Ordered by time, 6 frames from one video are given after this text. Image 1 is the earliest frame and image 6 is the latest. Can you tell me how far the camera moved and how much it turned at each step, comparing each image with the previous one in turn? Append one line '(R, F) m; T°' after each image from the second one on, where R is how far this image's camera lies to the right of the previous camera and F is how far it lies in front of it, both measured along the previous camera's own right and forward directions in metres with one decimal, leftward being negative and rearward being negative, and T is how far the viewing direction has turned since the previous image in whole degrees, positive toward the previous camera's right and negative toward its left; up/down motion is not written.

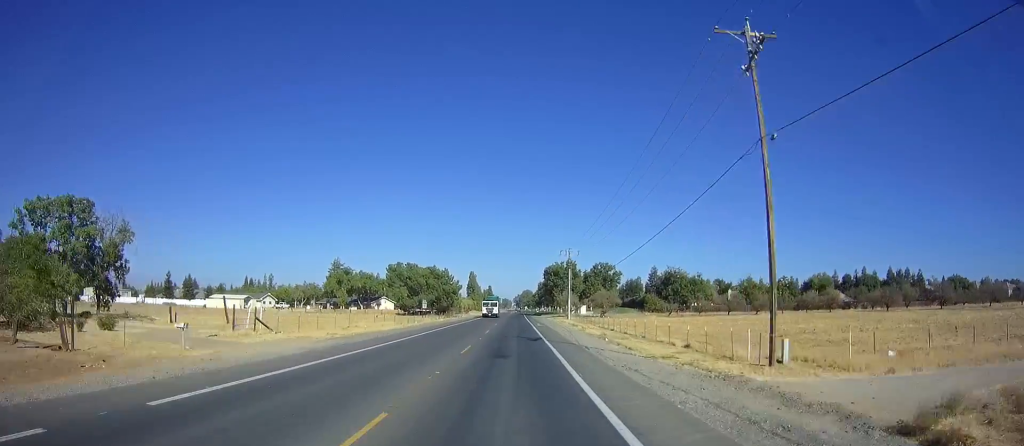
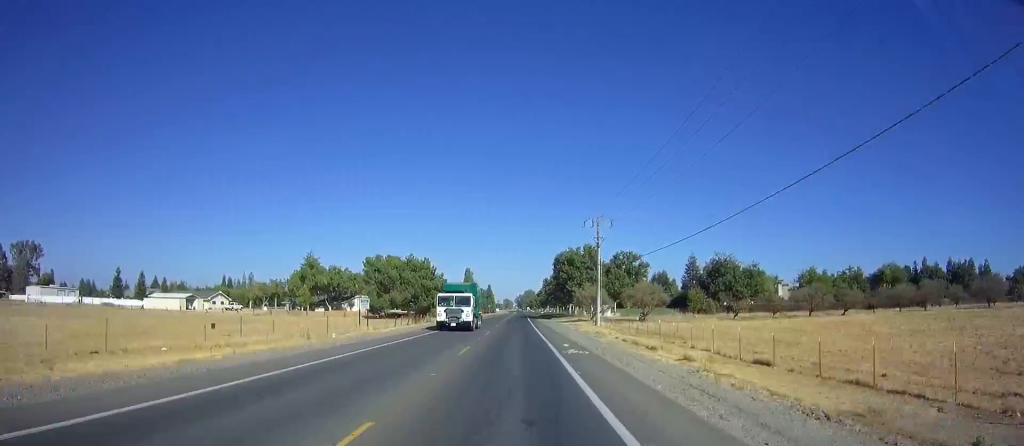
(+0.2, +30.0) m; 0°
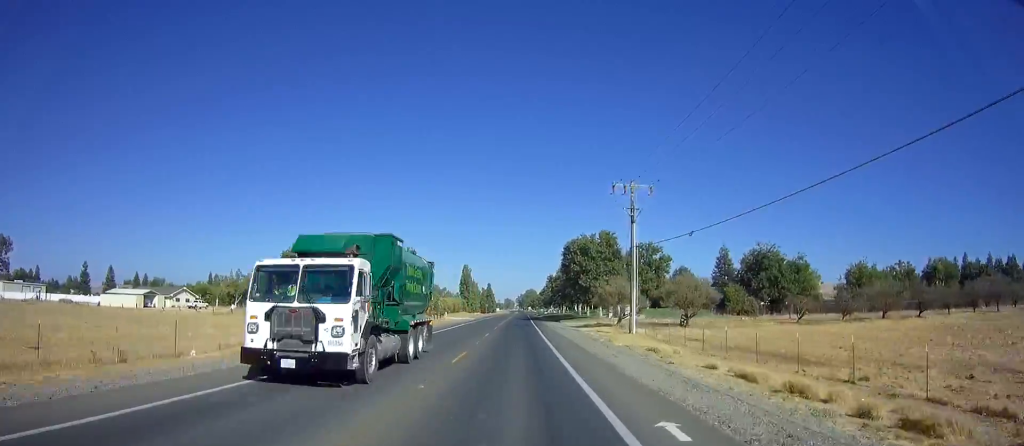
(-0.1, +16.9) m; 0°
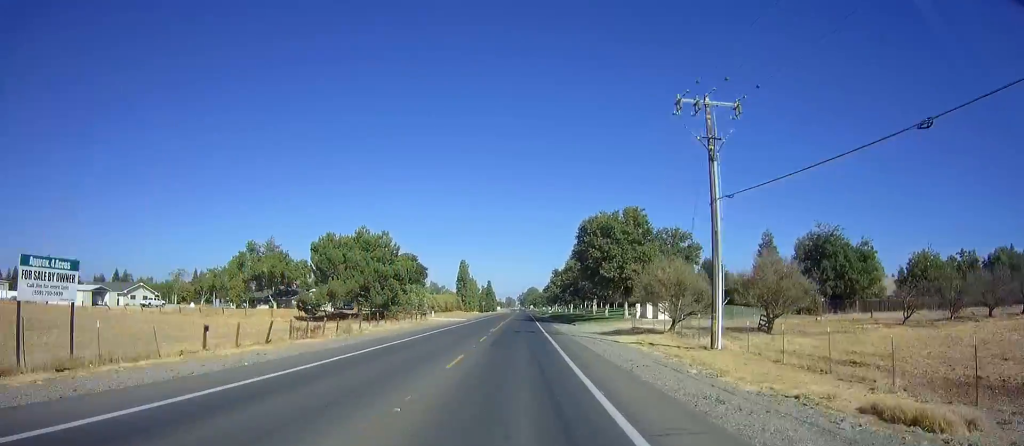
(0.0, +16.8) m; 0°
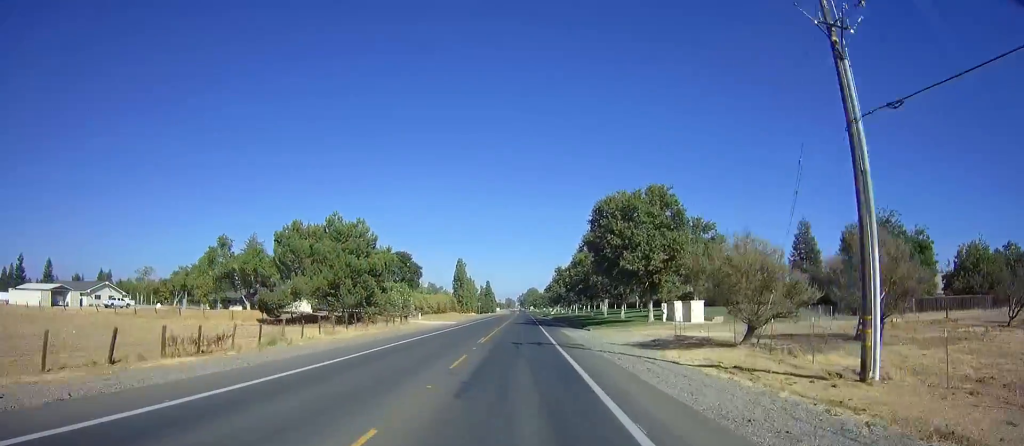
(0.0, +10.9) m; 0°
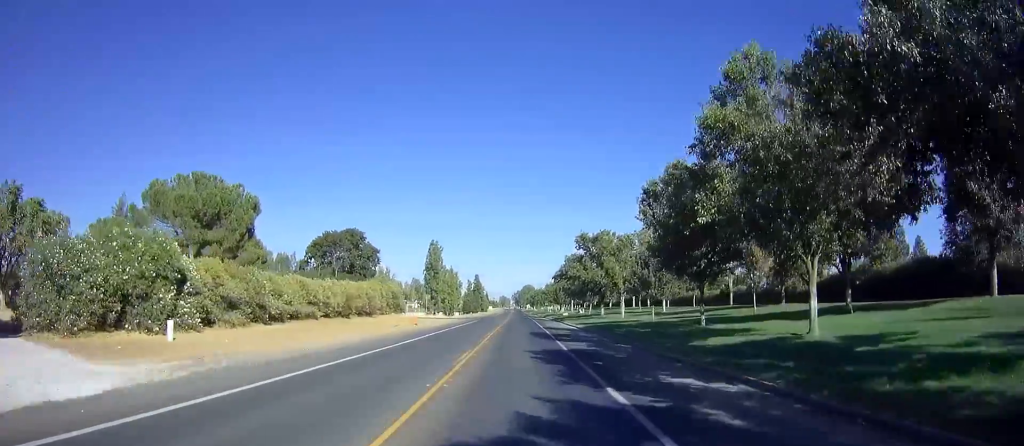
(0.0, +53.3) m; 0°
